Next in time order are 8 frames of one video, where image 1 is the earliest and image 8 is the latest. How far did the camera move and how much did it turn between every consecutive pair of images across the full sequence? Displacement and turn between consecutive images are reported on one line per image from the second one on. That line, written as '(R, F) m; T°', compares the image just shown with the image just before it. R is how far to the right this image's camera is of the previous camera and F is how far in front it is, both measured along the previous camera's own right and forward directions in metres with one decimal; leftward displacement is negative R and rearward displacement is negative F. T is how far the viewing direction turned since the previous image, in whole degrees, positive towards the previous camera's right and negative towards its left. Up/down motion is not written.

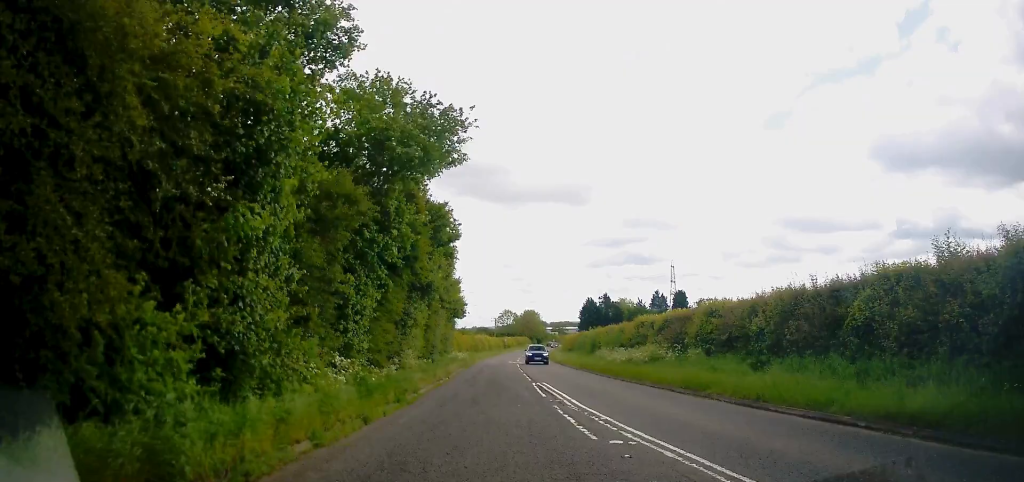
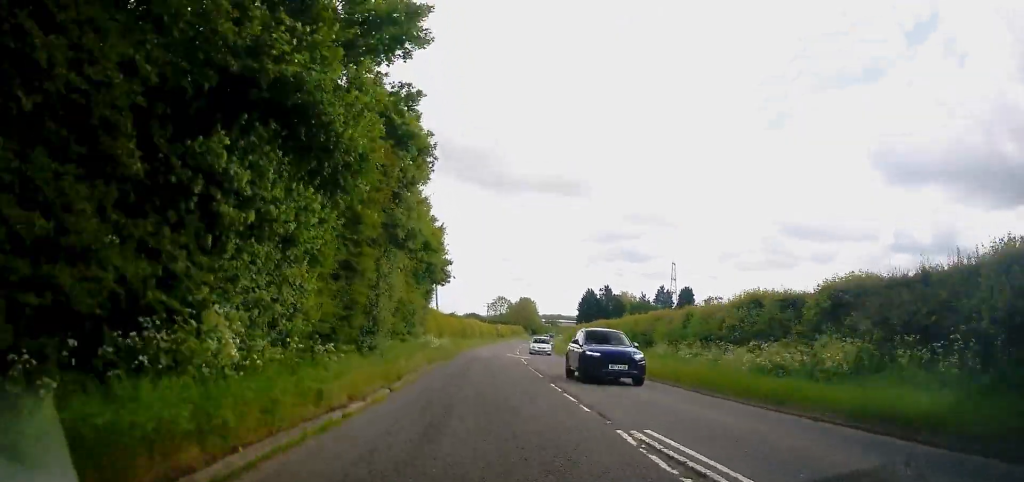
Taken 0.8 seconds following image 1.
(+0.3, +15.9) m; +1°
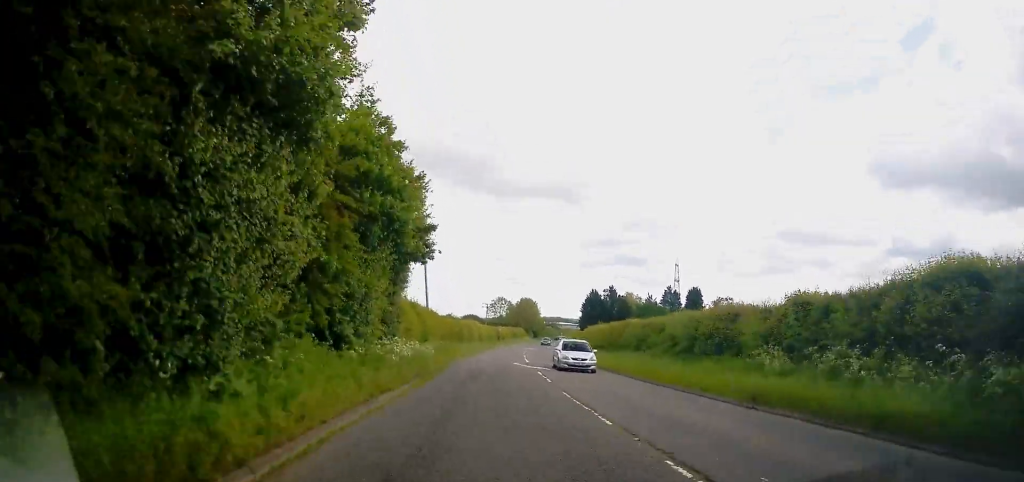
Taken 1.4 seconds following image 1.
(0.0, +10.2) m; +1°
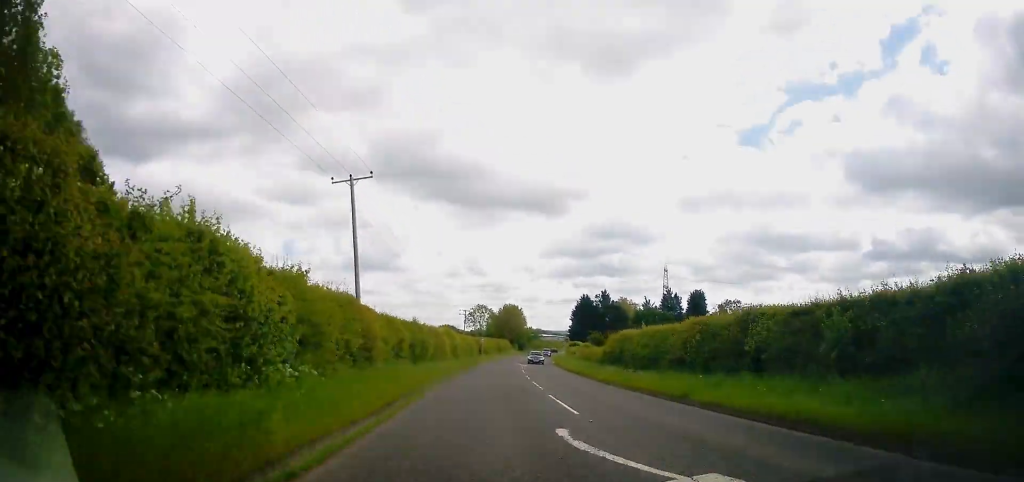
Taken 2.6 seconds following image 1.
(+0.3, +22.8) m; +1°
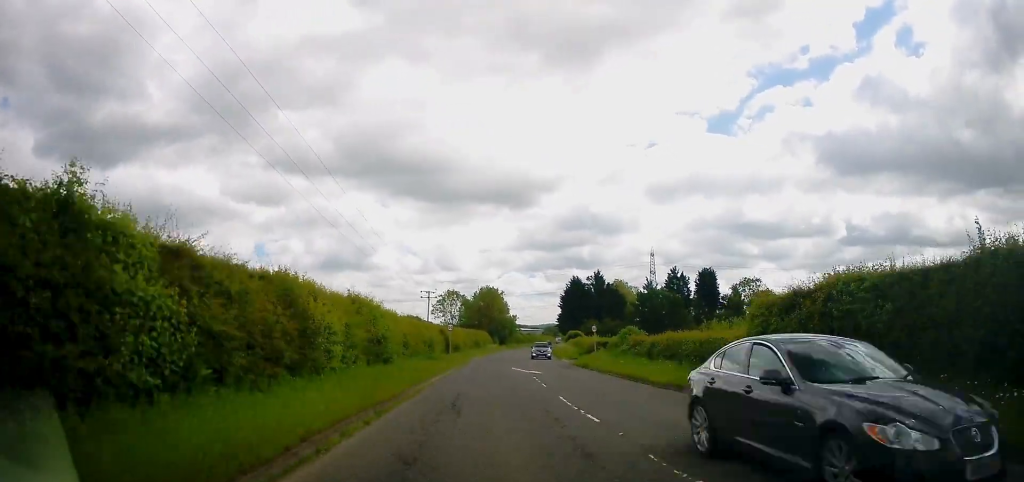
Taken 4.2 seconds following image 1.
(+0.3, +29.9) m; +2°
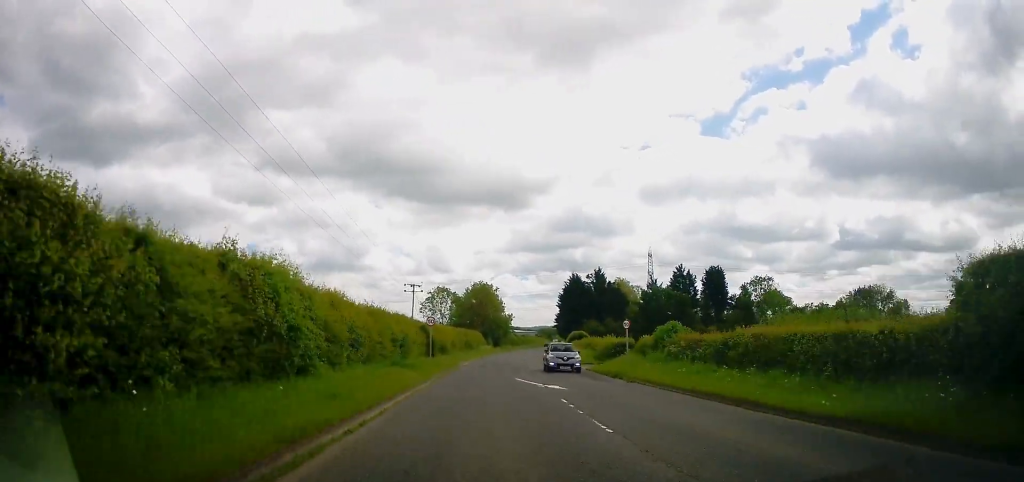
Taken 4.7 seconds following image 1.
(0.0, +10.5) m; +1°
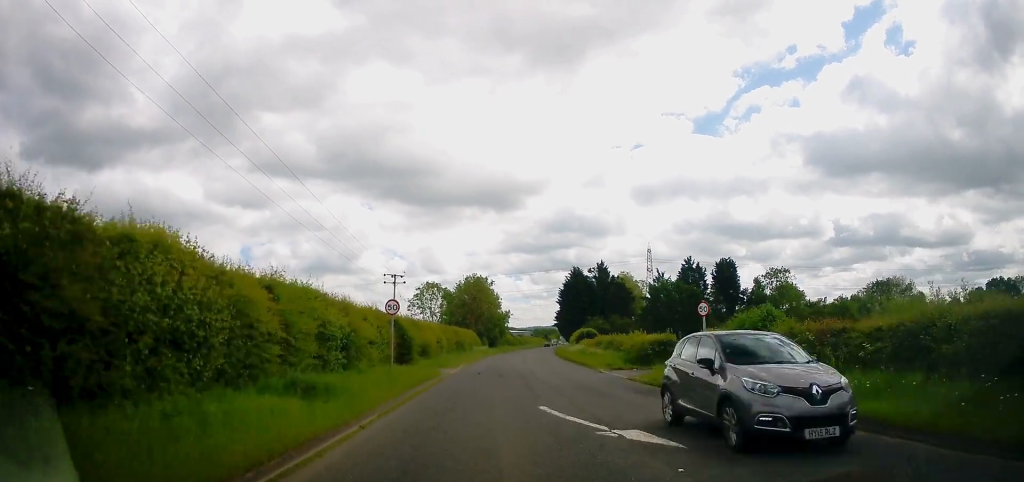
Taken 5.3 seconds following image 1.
(+0.2, +11.0) m; +1°
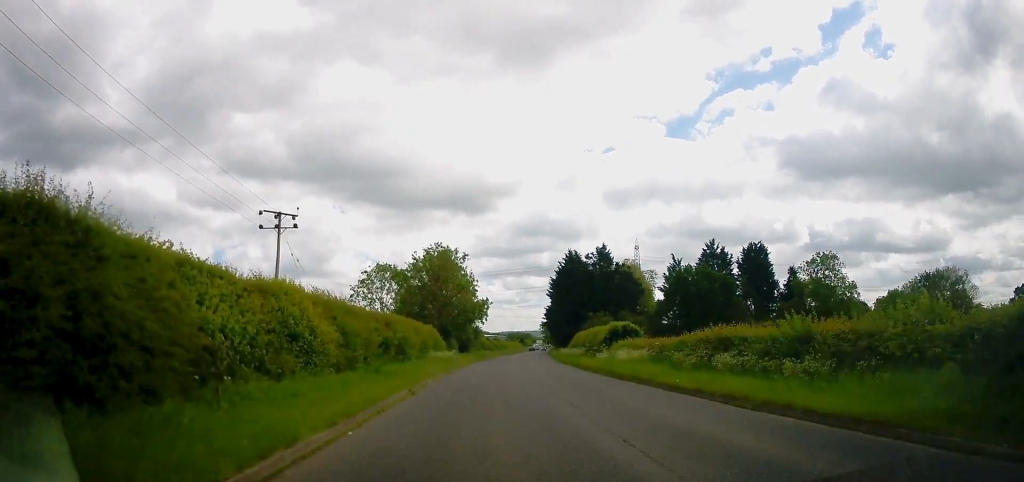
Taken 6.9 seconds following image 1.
(+0.7, +29.3) m; +2°
